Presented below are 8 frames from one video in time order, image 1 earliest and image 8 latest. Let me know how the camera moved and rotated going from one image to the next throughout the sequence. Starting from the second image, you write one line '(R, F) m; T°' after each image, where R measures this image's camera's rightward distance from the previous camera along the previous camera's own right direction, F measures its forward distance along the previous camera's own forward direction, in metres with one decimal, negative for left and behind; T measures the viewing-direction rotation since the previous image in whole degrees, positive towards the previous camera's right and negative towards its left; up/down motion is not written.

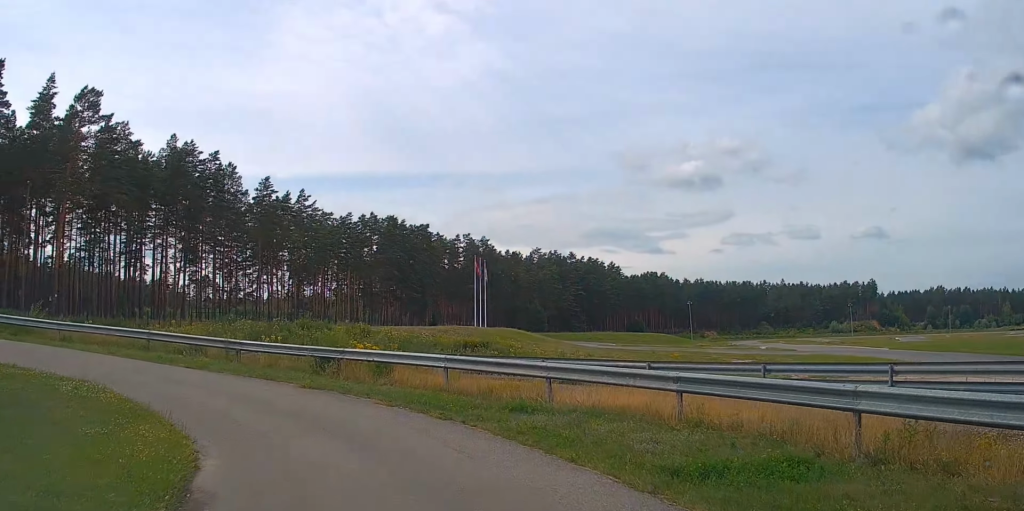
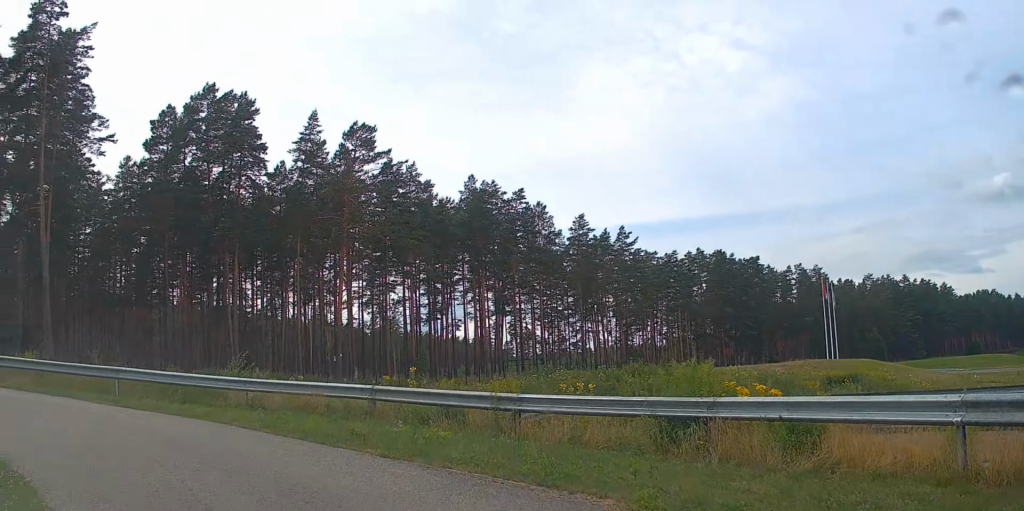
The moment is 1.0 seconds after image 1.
(-1.4, +10.8) m; -21°
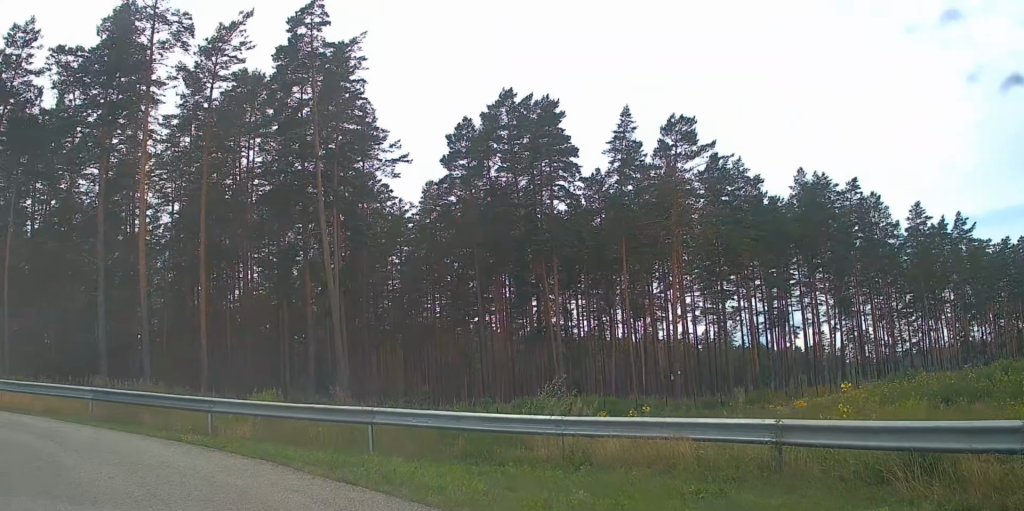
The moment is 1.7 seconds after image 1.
(-1.2, +7.2) m; -22°
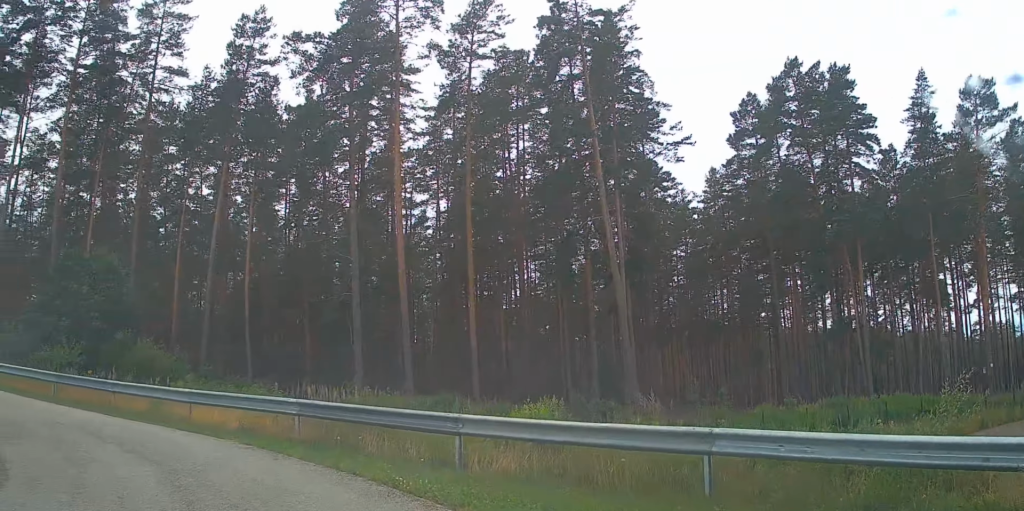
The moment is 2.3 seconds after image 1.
(-0.6, +6.3) m; -22°
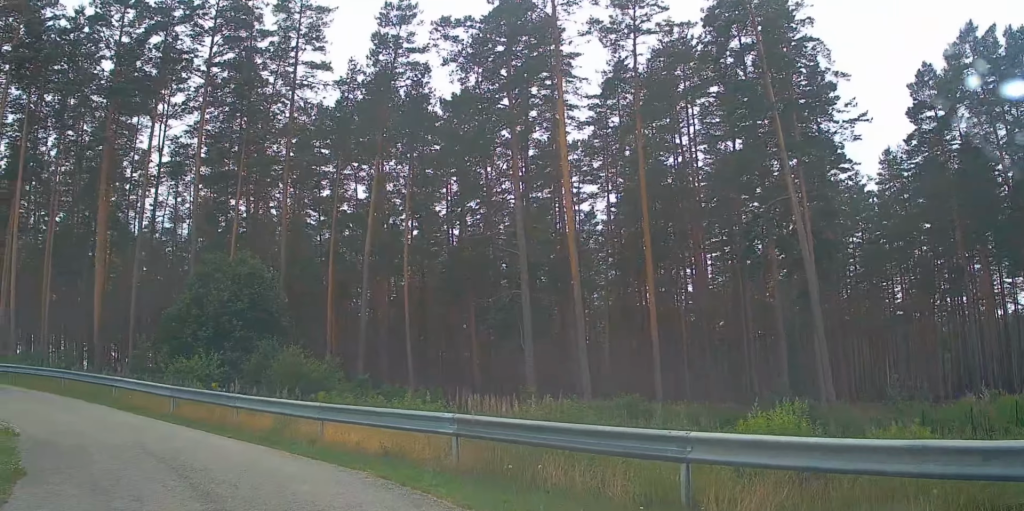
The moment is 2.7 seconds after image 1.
(-1.2, +4.2) m; -14°
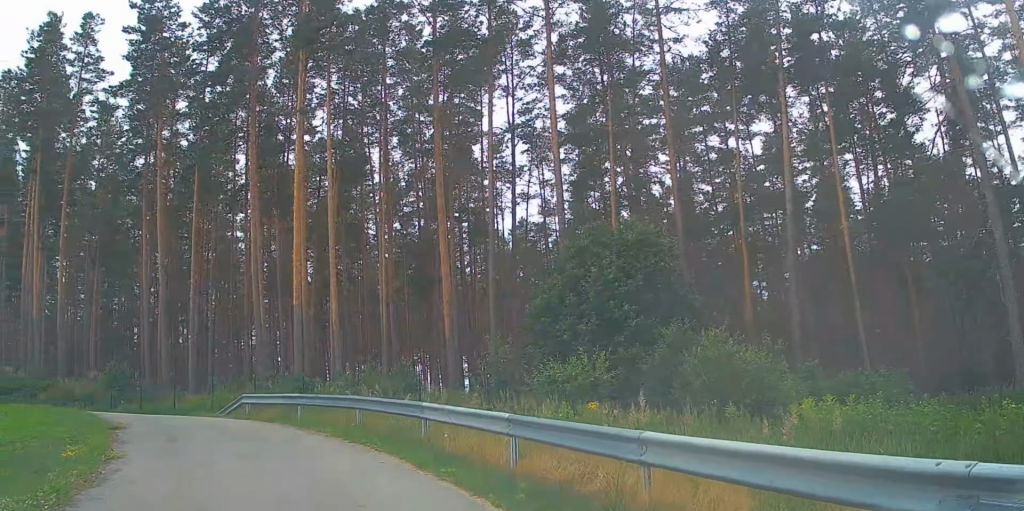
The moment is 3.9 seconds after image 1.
(-3.8, +11.4) m; -33°
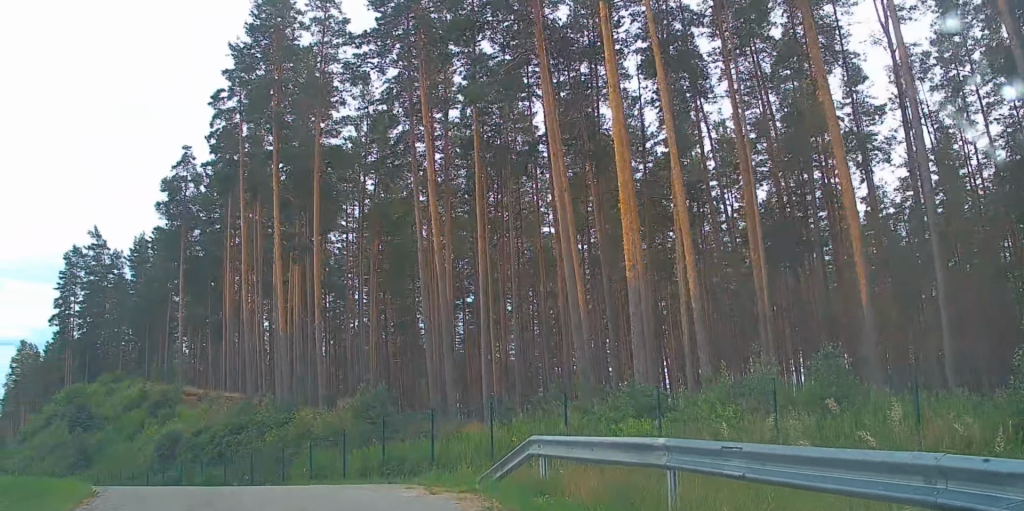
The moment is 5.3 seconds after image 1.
(-4.2, +15.5) m; -29°
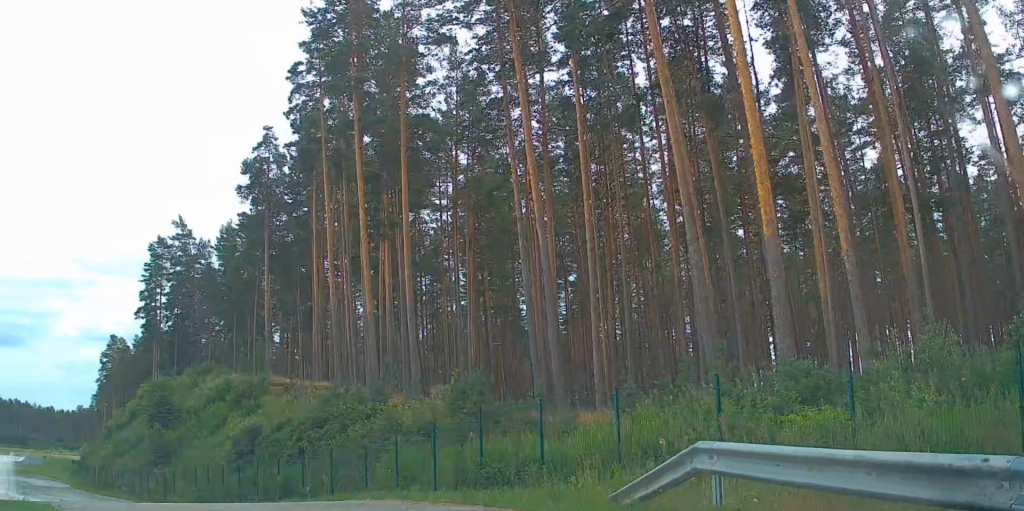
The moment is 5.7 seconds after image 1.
(-0.6, +4.8) m; -5°
